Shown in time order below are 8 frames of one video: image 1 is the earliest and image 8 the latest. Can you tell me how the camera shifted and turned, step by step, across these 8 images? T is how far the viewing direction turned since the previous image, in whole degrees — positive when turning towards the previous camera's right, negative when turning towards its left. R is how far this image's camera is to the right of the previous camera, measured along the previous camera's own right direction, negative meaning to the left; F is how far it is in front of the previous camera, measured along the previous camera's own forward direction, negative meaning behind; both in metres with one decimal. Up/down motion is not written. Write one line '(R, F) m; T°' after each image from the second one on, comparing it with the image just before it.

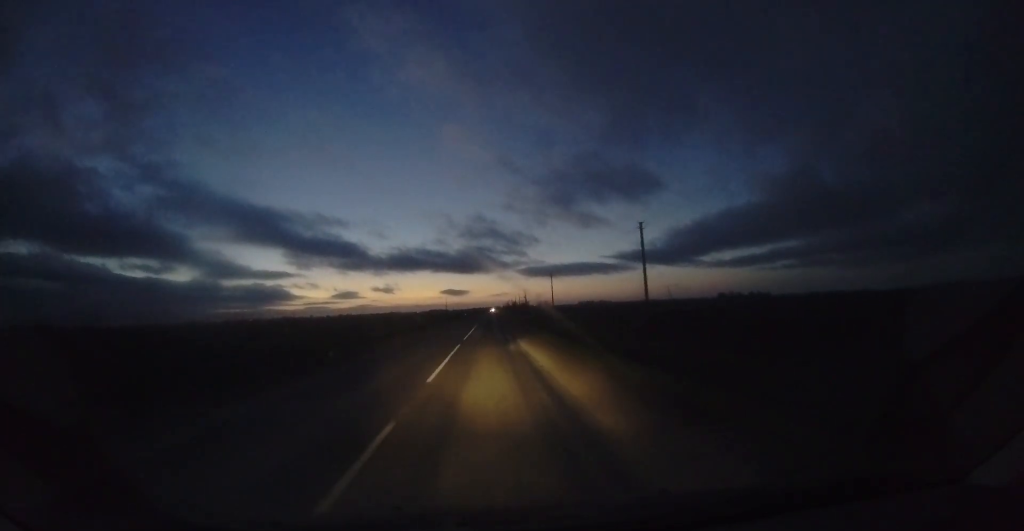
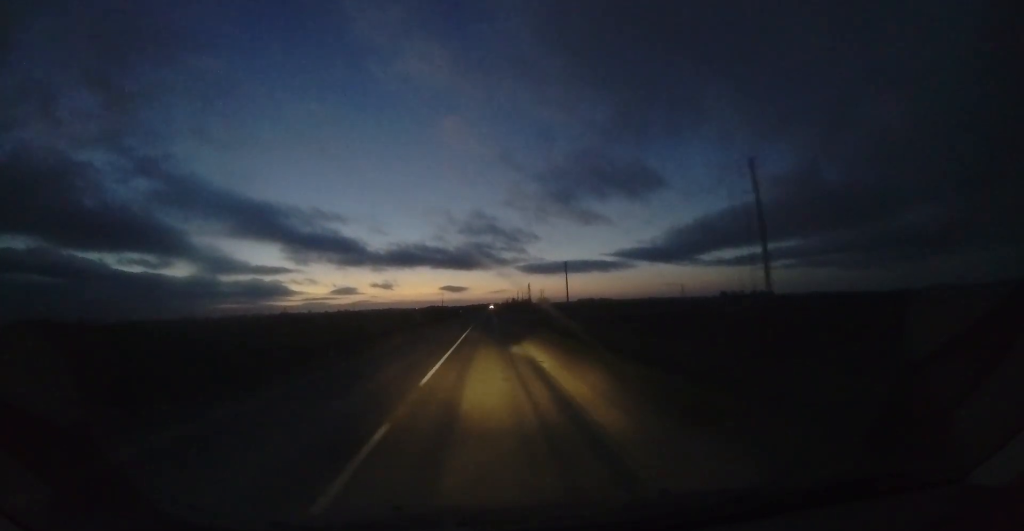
(+0.2, +11.9) m; 0°
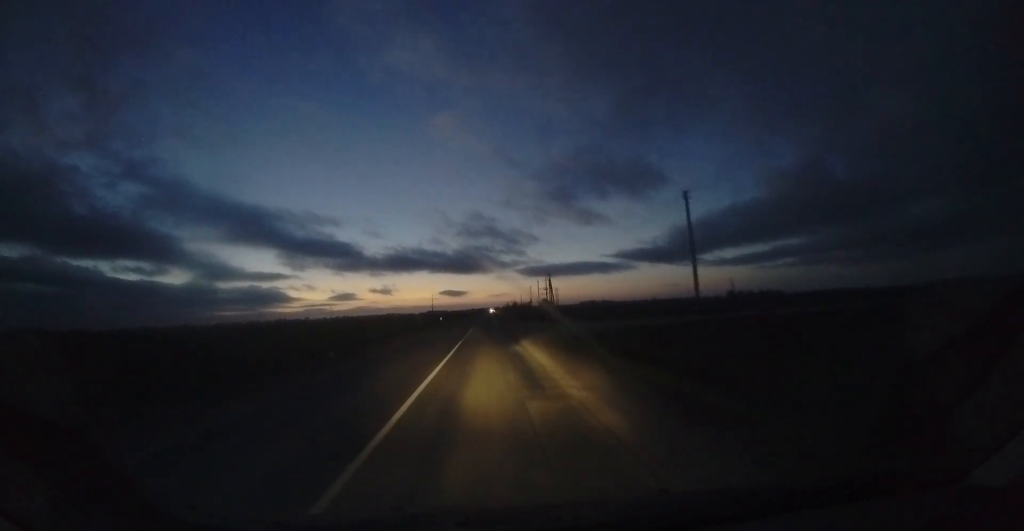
(+0.1, +33.1) m; 0°
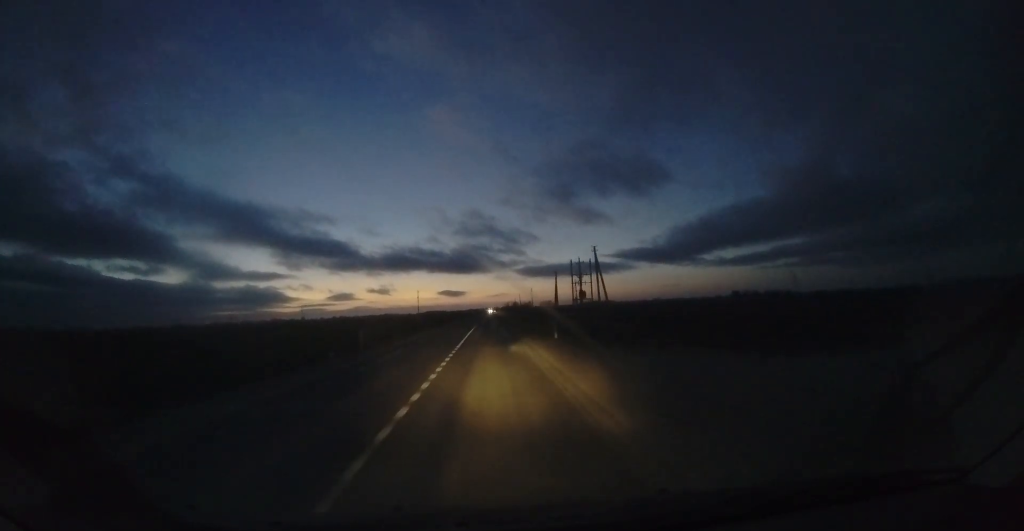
(-0.1, +27.6) m; -1°
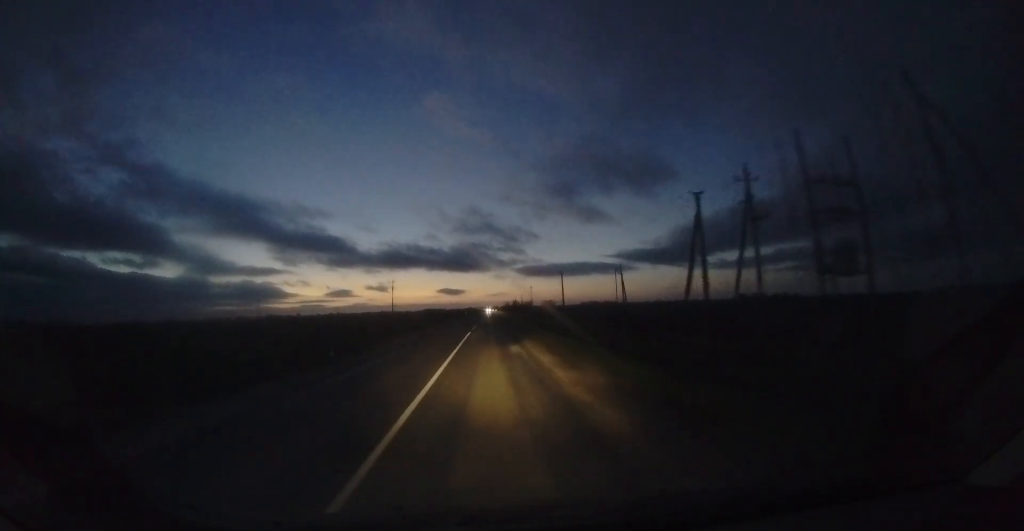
(-0.2, +31.7) m; +1°
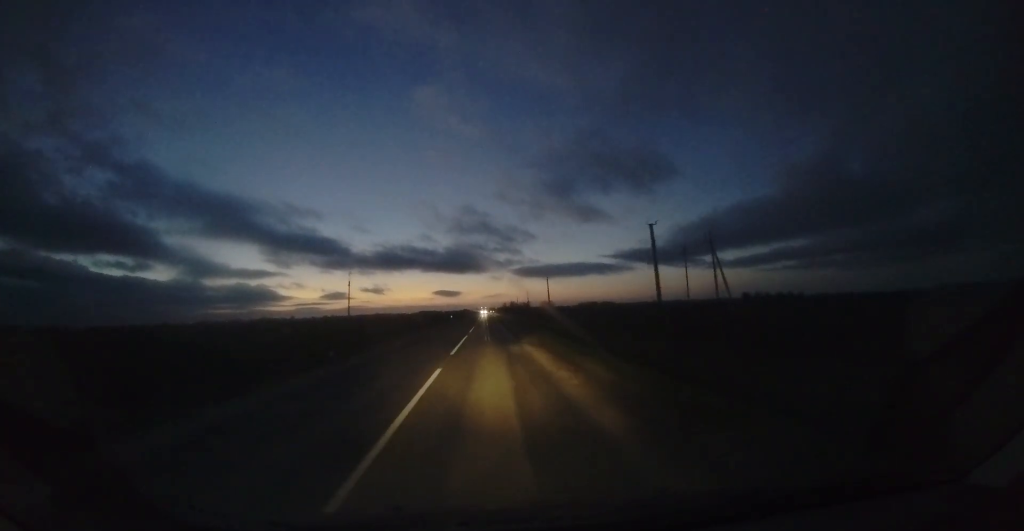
(+0.8, +26.1) m; 0°
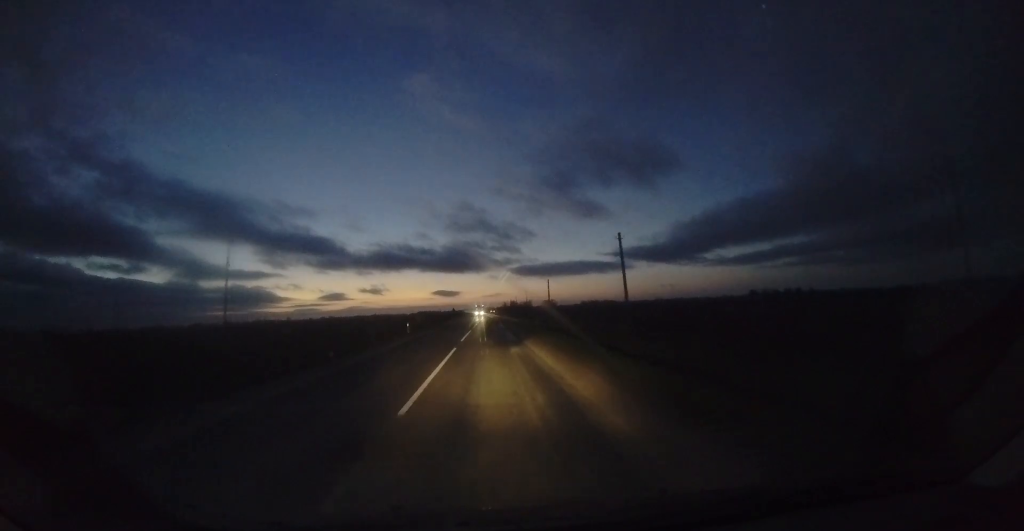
(-0.7, +30.8) m; 0°
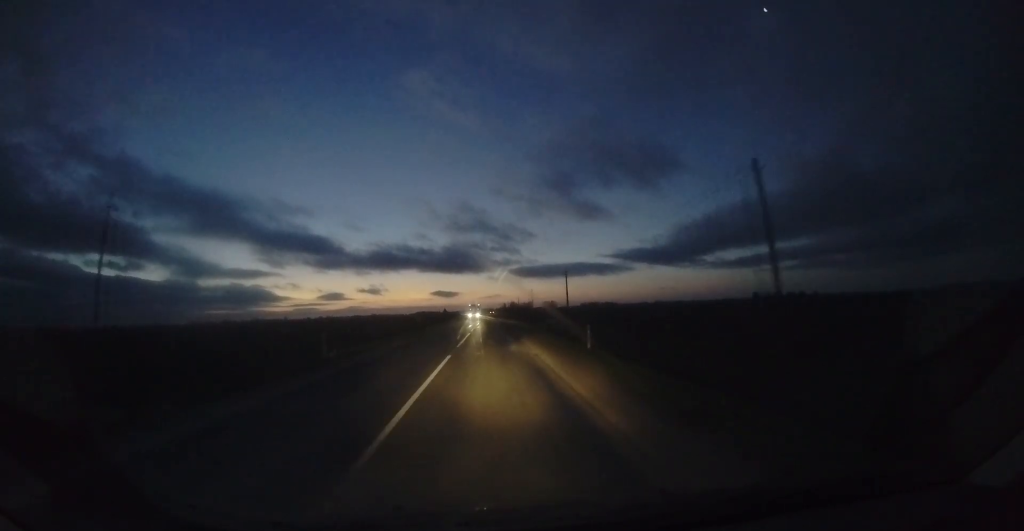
(+0.2, +14.3) m; +1°
